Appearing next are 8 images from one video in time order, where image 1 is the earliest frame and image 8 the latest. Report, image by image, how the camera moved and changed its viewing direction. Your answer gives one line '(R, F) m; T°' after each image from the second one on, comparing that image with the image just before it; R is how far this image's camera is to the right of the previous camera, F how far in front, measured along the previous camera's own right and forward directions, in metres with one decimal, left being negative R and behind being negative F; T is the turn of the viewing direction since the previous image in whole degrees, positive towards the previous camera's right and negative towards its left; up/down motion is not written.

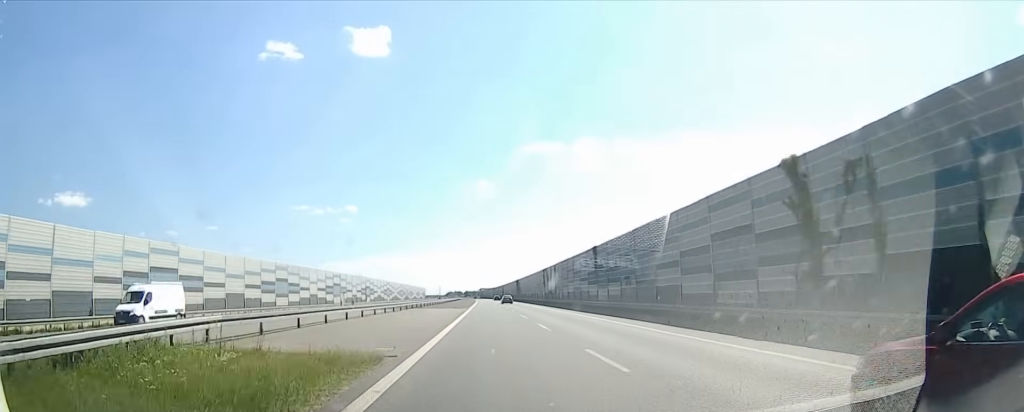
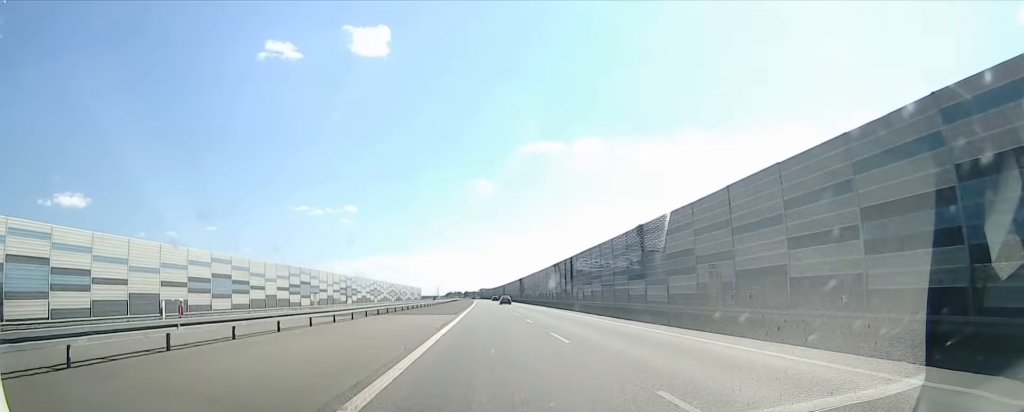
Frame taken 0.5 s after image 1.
(0.0, +18.3) m; 0°
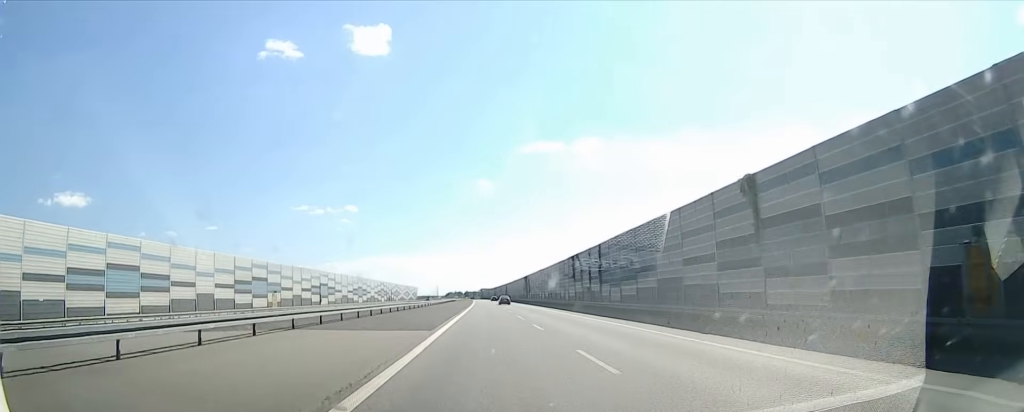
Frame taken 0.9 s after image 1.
(0.0, +18.3) m; 0°
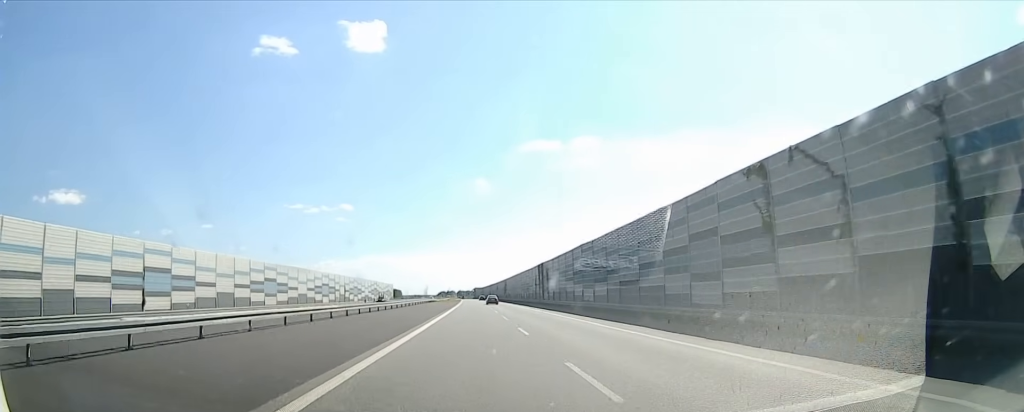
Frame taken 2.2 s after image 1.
(+0.1, +51.2) m; 0°
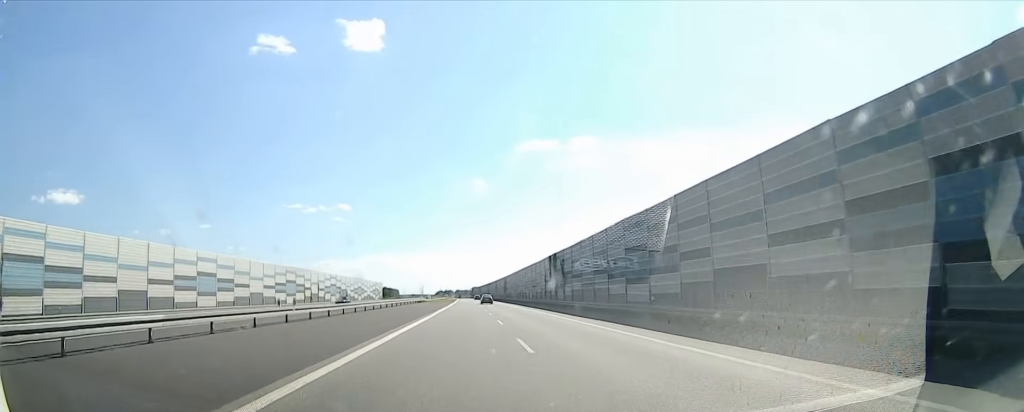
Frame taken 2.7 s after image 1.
(0.0, +18.5) m; 0°
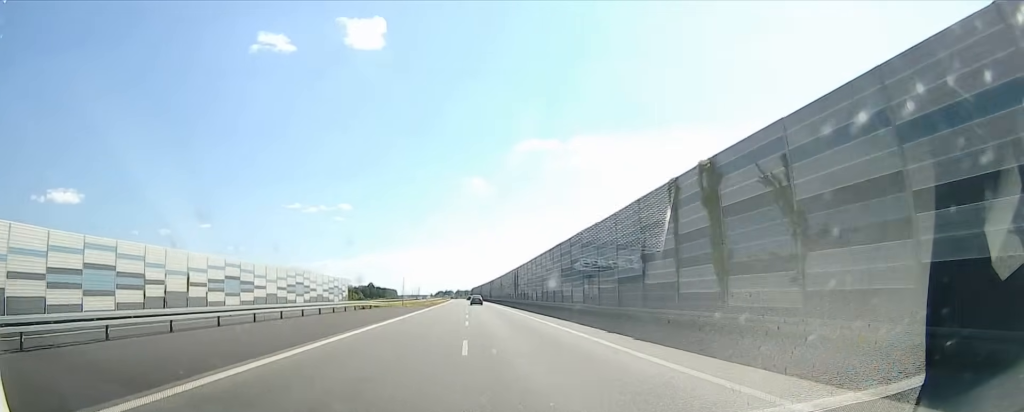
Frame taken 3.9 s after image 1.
(-0.3, +49.1) m; -1°
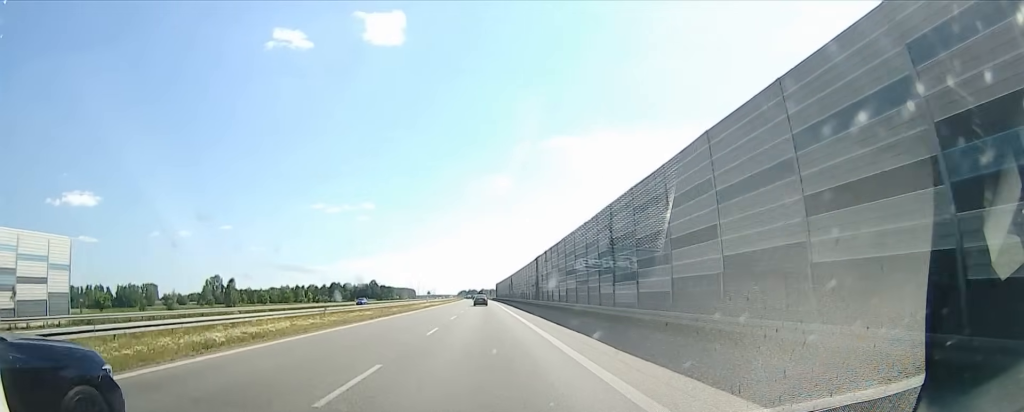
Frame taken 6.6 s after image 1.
(-1.1, +107.4) m; -1°
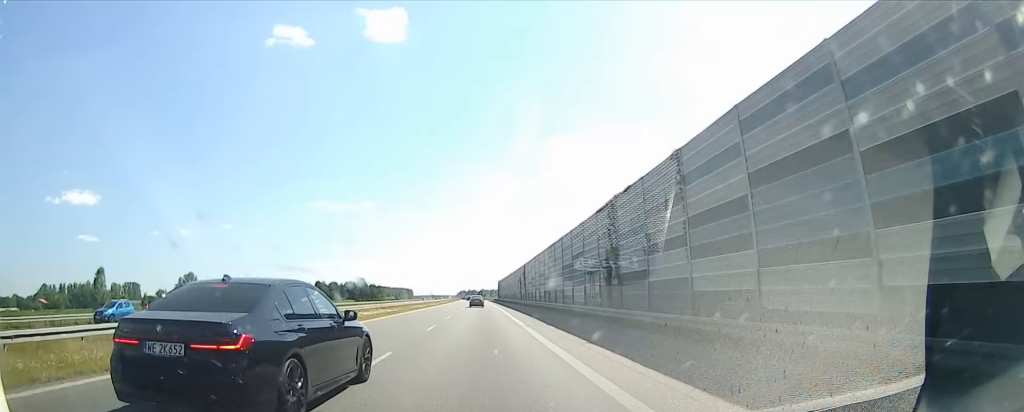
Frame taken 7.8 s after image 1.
(0.0, +46.4) m; 0°
